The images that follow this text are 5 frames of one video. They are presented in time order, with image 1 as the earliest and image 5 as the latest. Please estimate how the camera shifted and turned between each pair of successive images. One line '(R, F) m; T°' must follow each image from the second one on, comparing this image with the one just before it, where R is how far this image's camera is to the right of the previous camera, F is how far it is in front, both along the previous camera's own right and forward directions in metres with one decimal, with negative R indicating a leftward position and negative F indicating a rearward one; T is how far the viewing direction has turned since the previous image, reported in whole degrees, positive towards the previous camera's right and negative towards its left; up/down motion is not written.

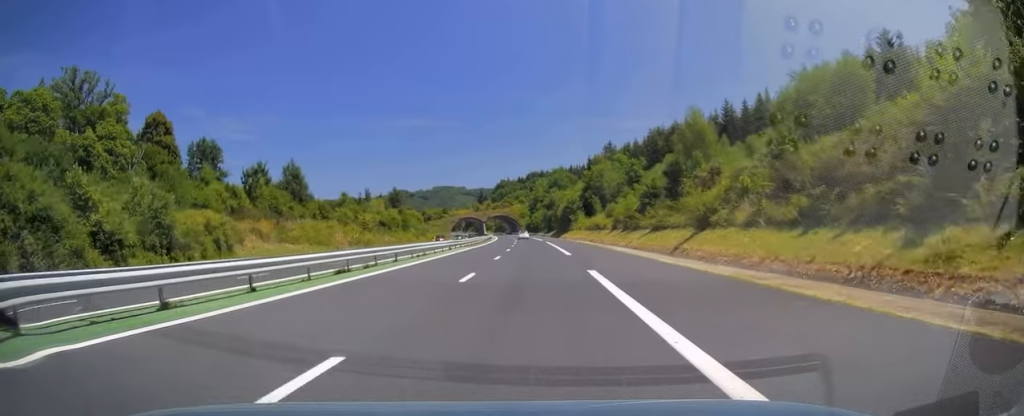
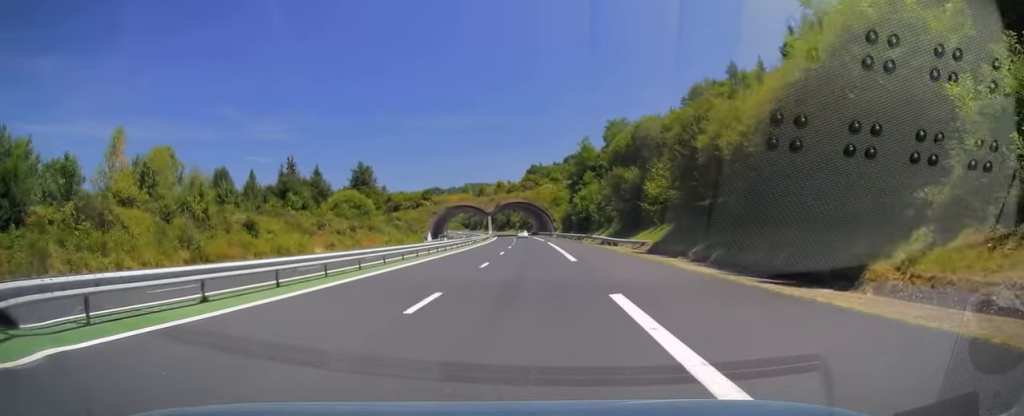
(-3.7, +110.5) m; -3°
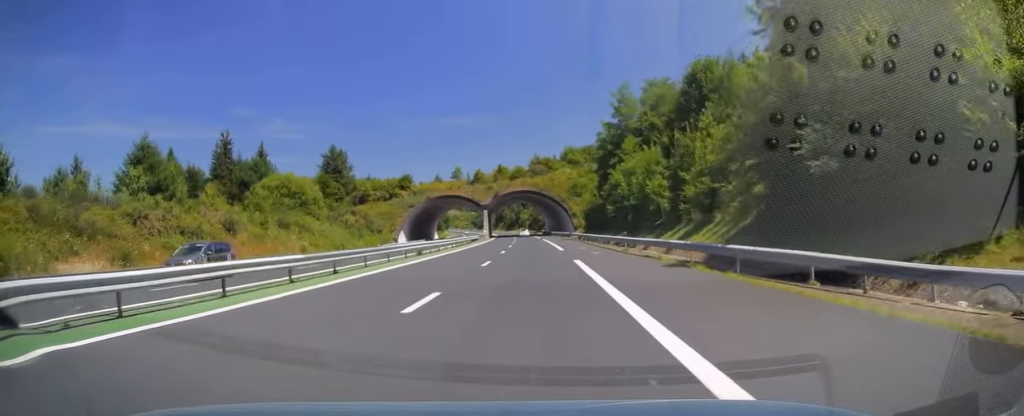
(-0.3, +39.3) m; -2°
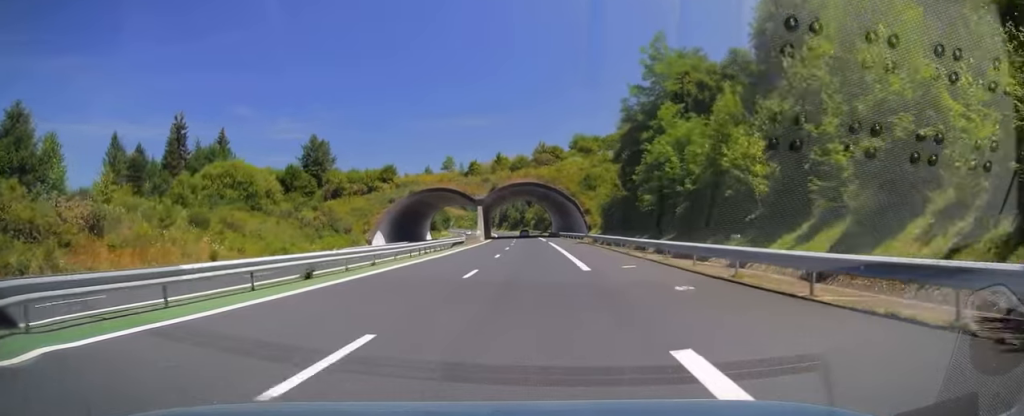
(0.0, +18.5) m; -1°
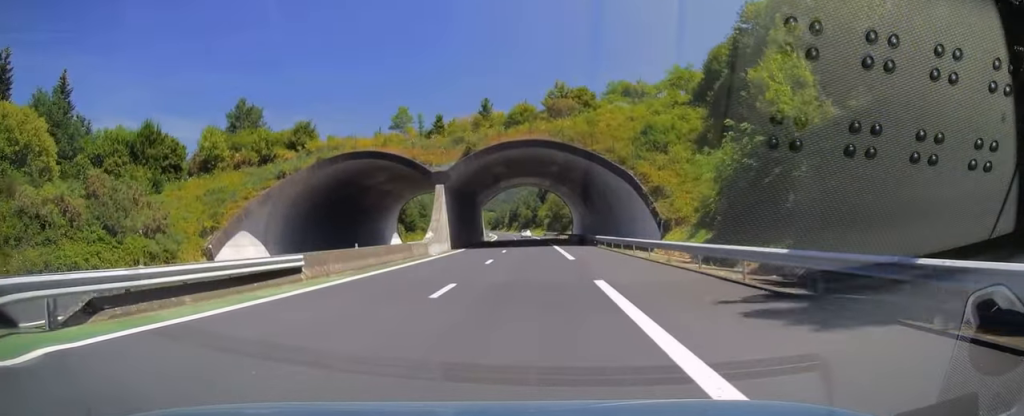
(-0.6, +44.4) m; -1°
